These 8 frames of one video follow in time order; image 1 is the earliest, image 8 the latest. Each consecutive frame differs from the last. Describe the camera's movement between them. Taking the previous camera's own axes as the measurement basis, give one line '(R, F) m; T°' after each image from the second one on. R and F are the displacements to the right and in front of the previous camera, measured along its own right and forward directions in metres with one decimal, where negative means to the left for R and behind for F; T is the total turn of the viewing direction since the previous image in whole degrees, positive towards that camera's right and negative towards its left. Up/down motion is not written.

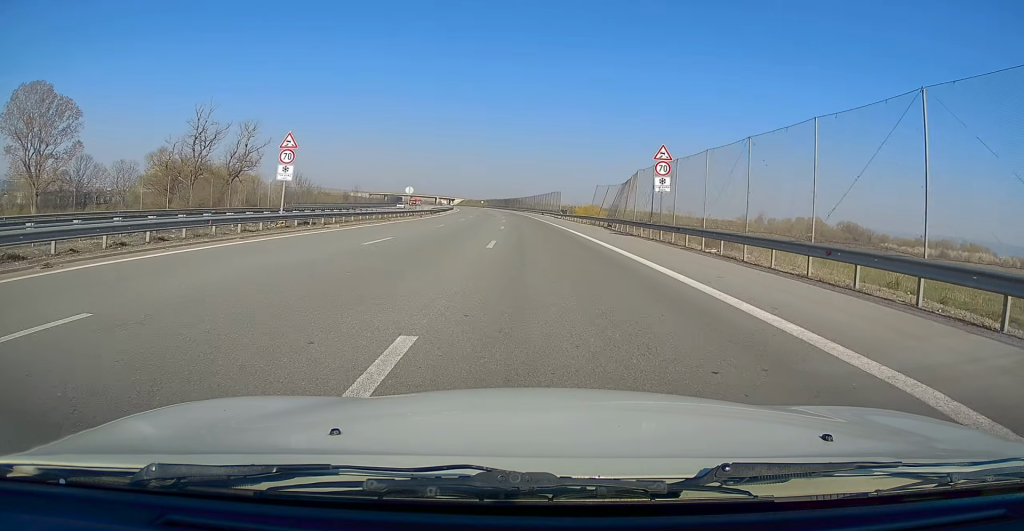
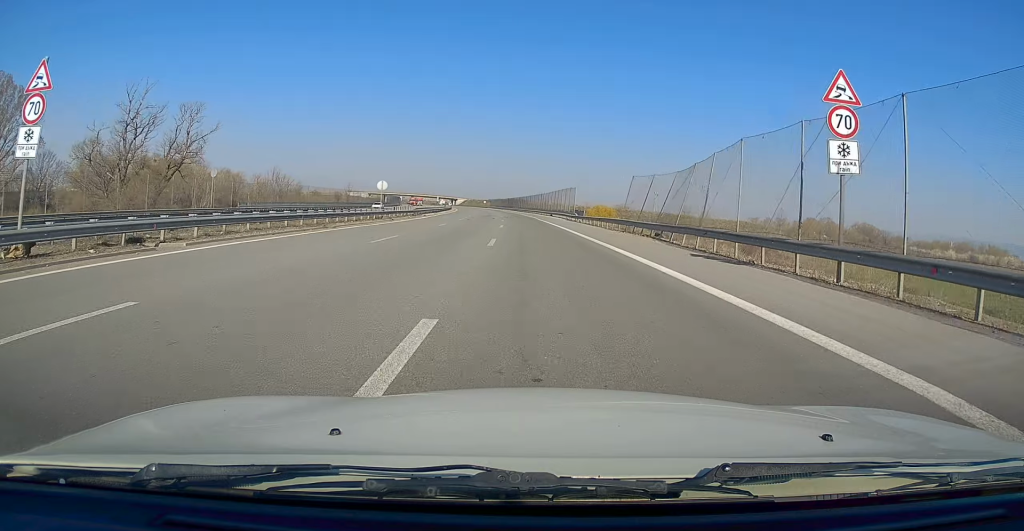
(-0.2, +15.0) m; -1°
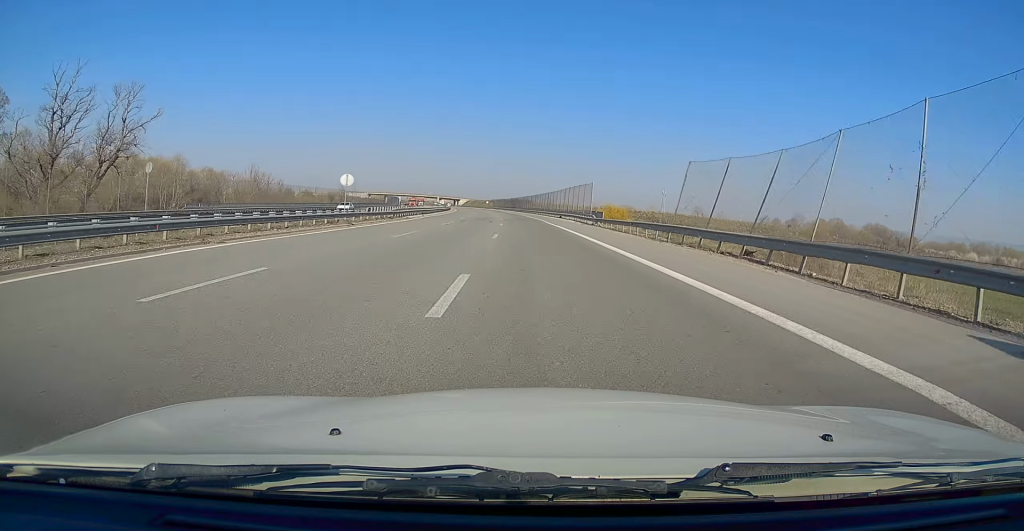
(-0.1, +11.9) m; 0°
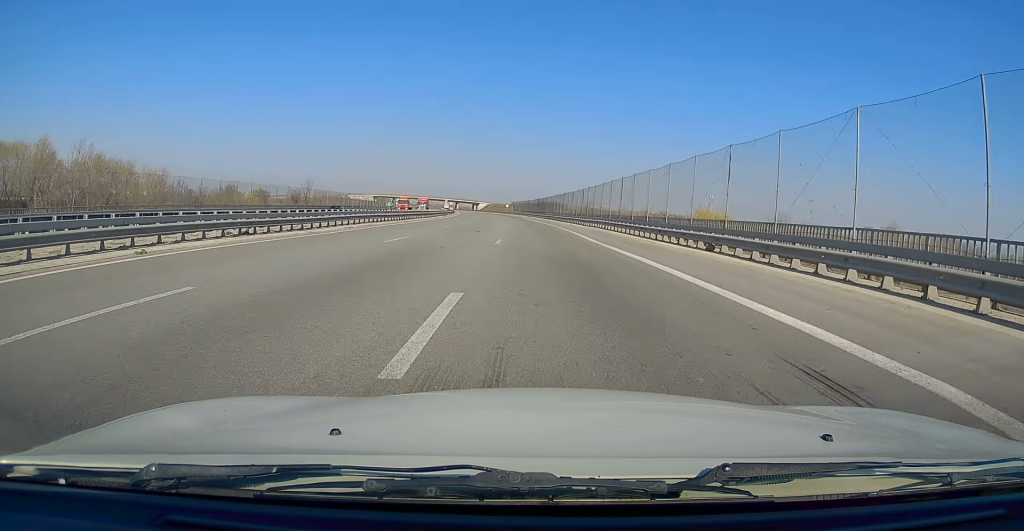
(-0.5, +51.4) m; -2°
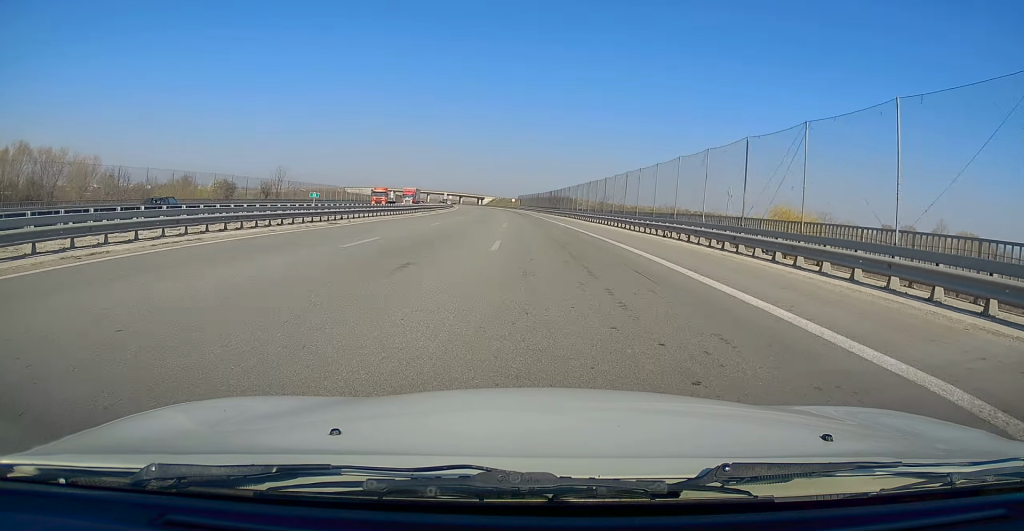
(-0.2, +21.4) m; -1°
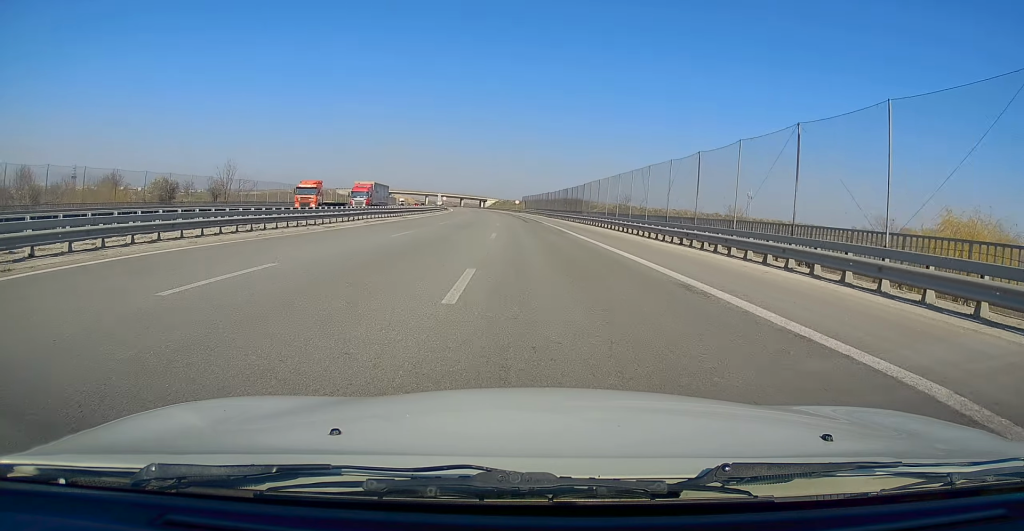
(-0.1, +23.9) m; -1°
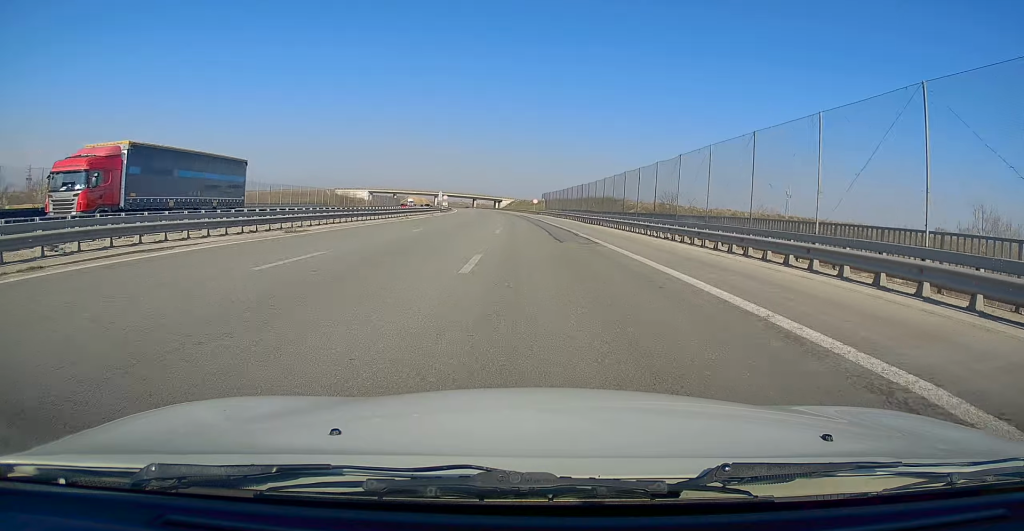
(-0.3, +29.0) m; -1°
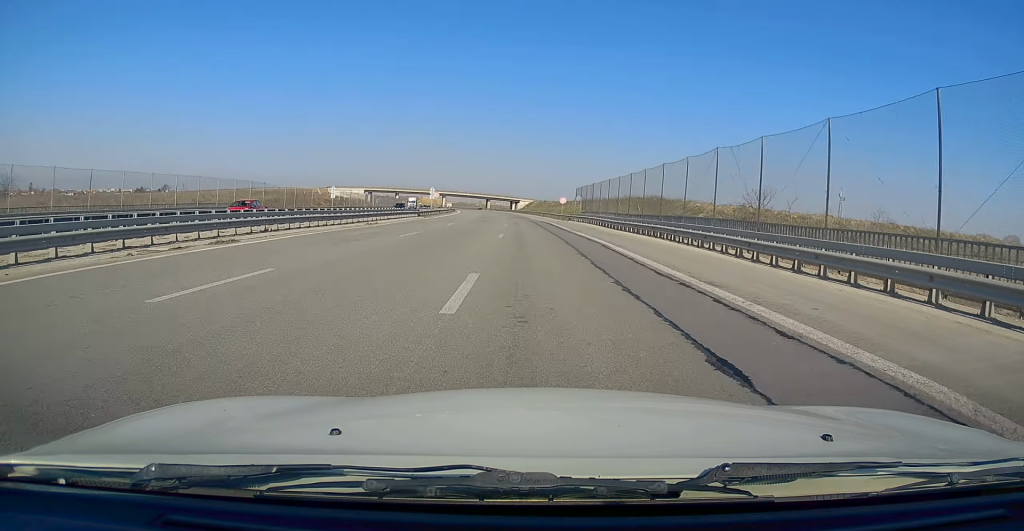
(-0.1, +36.0) m; -2°
